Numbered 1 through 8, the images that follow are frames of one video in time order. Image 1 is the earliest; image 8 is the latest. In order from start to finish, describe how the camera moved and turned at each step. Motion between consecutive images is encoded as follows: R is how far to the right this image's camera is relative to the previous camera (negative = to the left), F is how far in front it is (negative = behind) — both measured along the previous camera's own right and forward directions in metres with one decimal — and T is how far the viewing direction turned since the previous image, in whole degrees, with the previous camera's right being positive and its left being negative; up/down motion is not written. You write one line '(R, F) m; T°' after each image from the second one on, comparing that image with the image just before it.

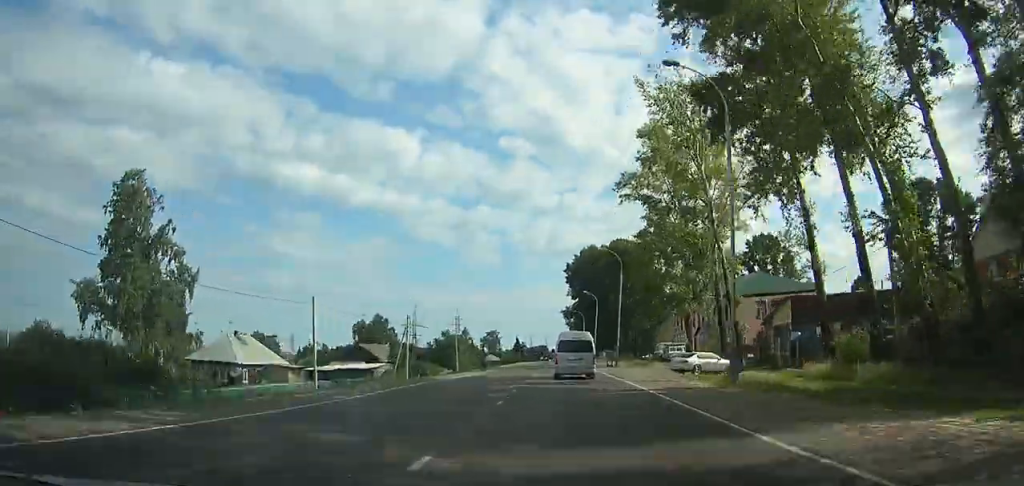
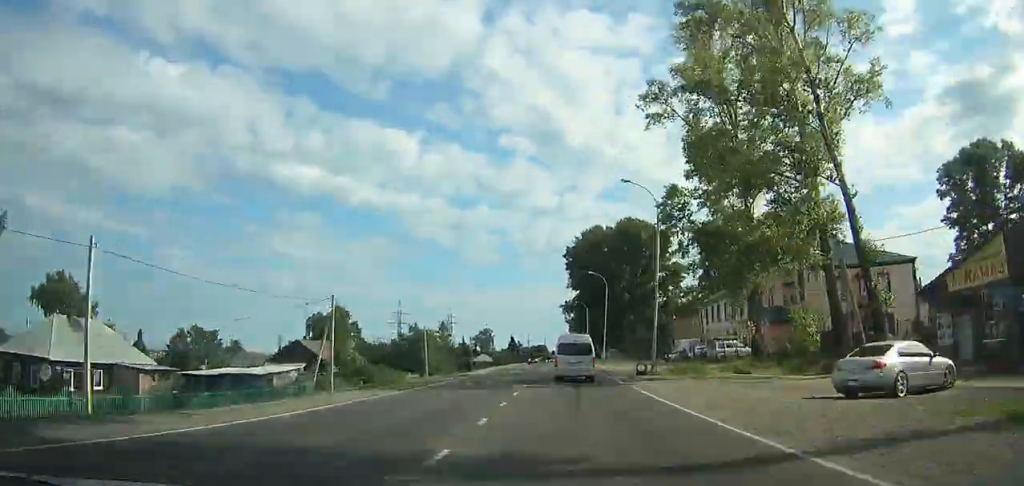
(+1.6, +23.2) m; +2°
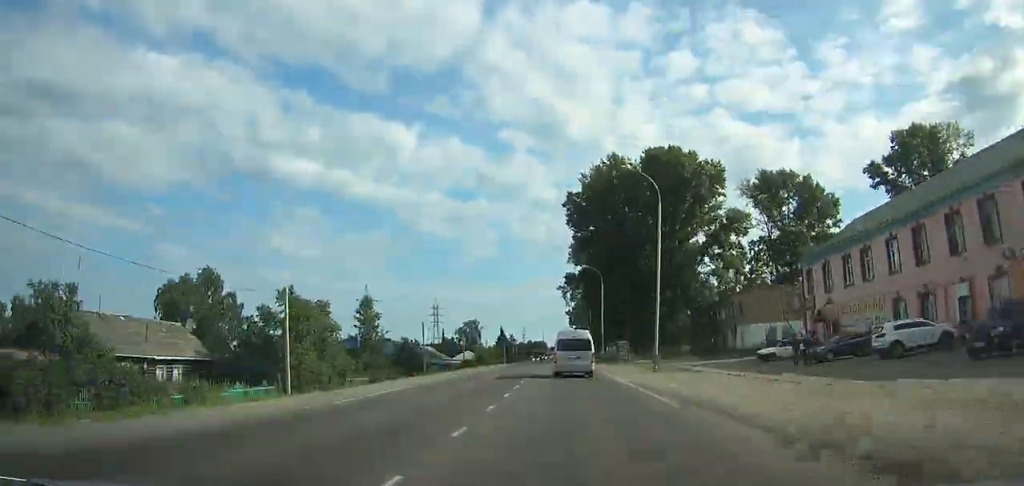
(+5.7, +41.2) m; 0°
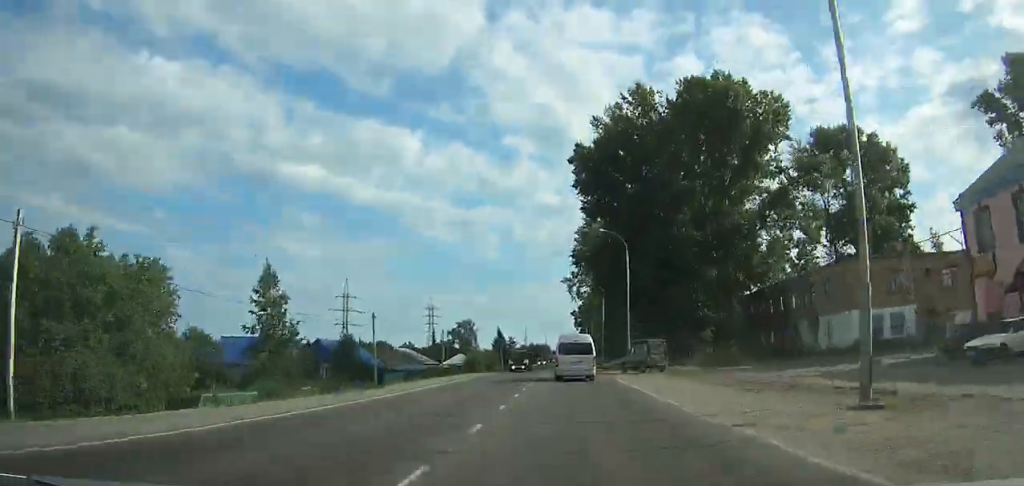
(-3.5, +24.2) m; -3°
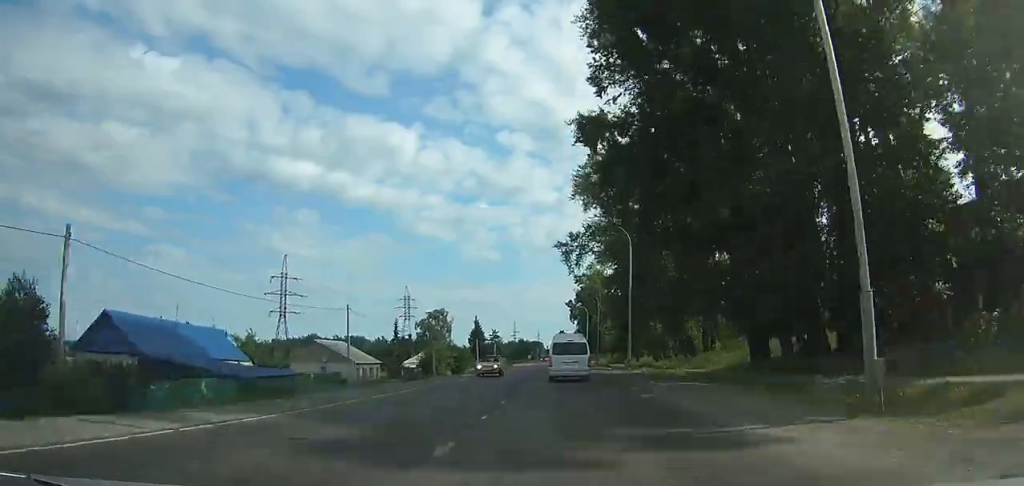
(-1.9, +39.2) m; -2°
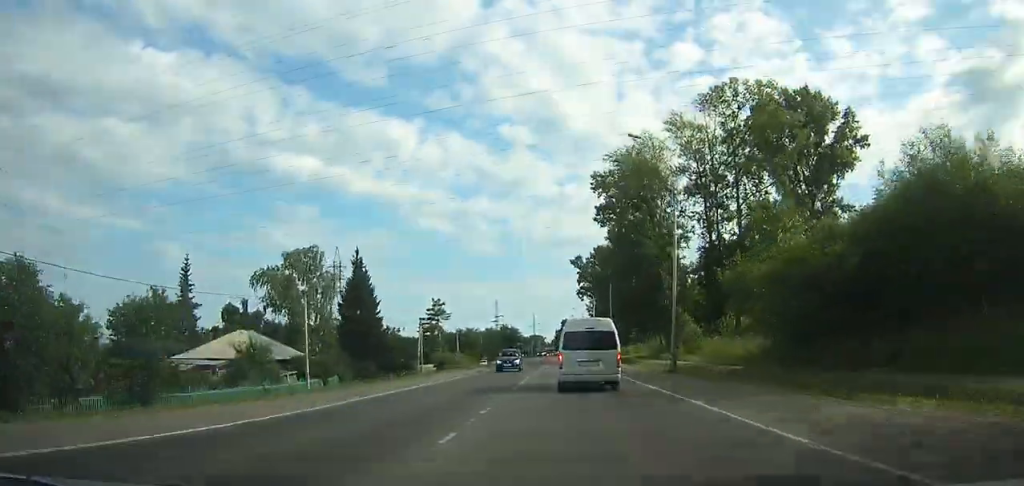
(+2.8, +87.8) m; +2°
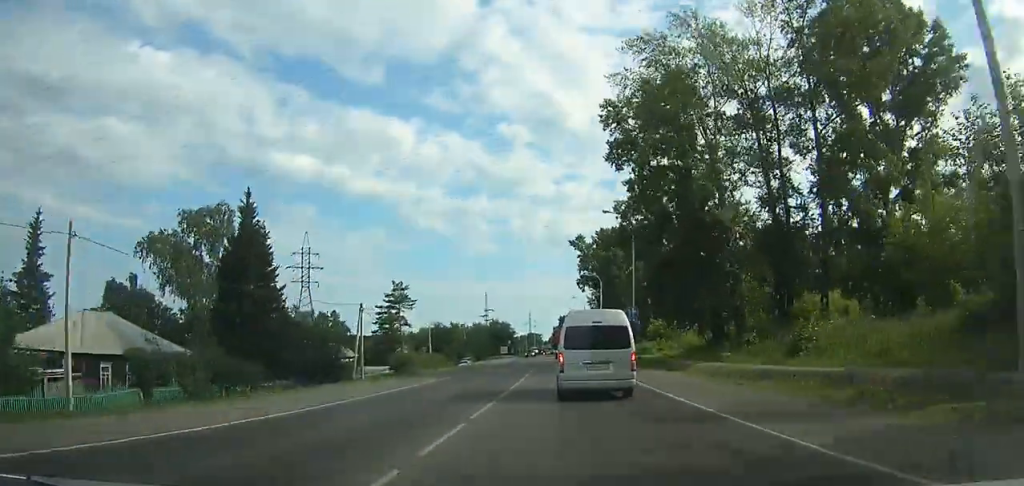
(0.0, +23.9) m; 0°
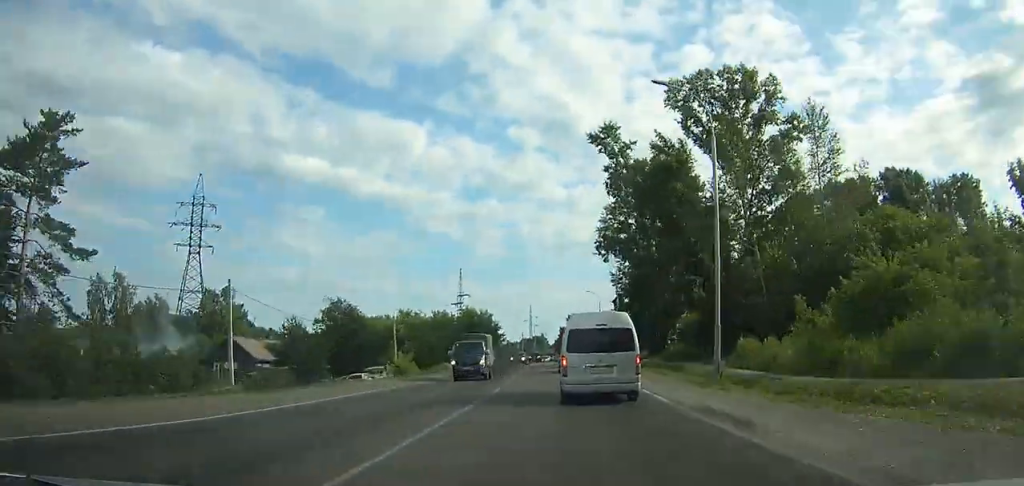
(-0.7, +62.8) m; 0°
